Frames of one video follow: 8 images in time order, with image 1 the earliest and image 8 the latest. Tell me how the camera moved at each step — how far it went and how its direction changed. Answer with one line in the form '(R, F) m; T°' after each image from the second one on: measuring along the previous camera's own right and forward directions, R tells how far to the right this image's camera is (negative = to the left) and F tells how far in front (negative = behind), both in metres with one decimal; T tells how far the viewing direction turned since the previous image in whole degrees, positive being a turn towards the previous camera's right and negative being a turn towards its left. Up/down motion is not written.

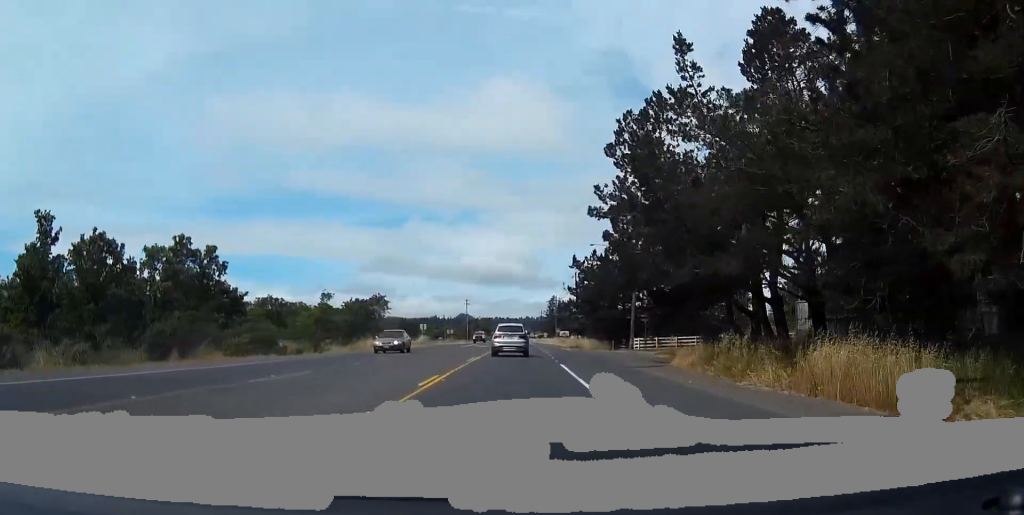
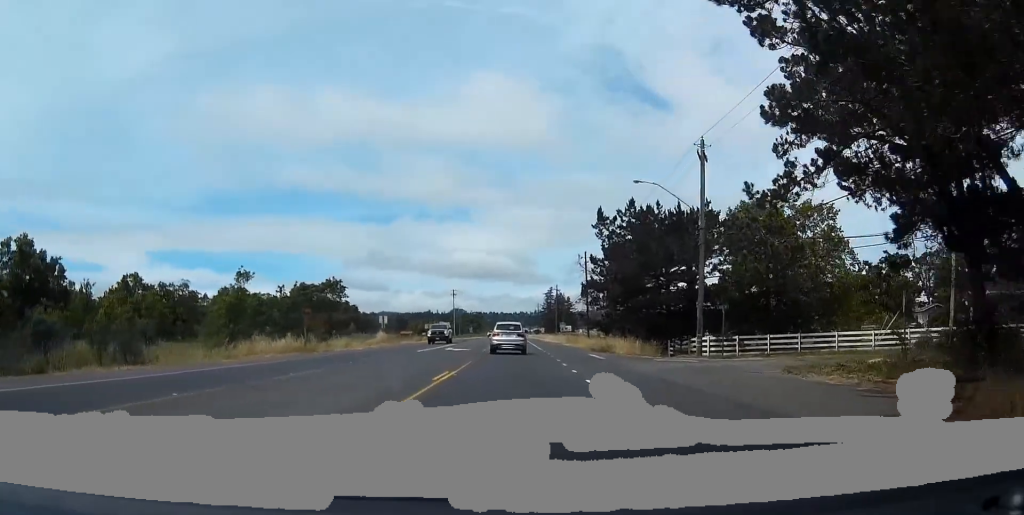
(+0.5, +30.0) m; +1°
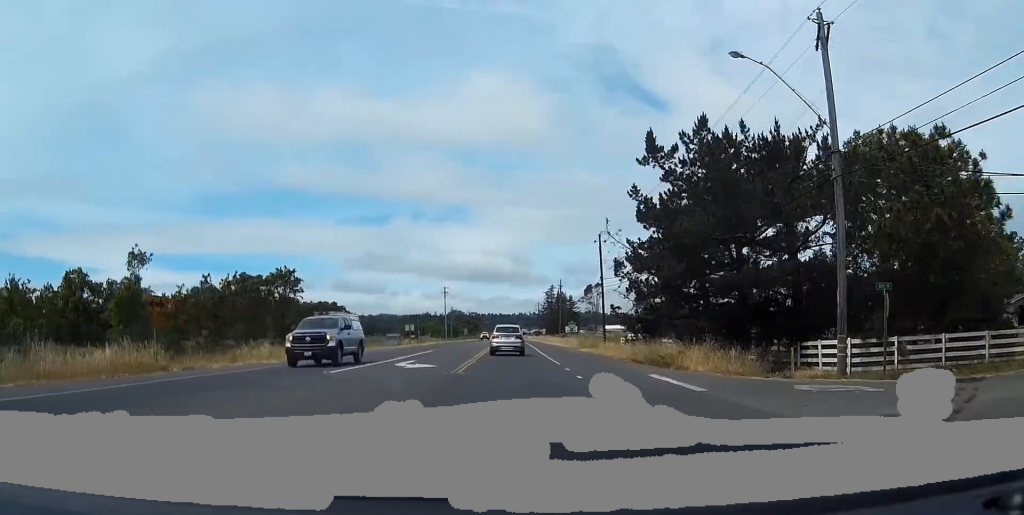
(-0.1, +24.0) m; -1°
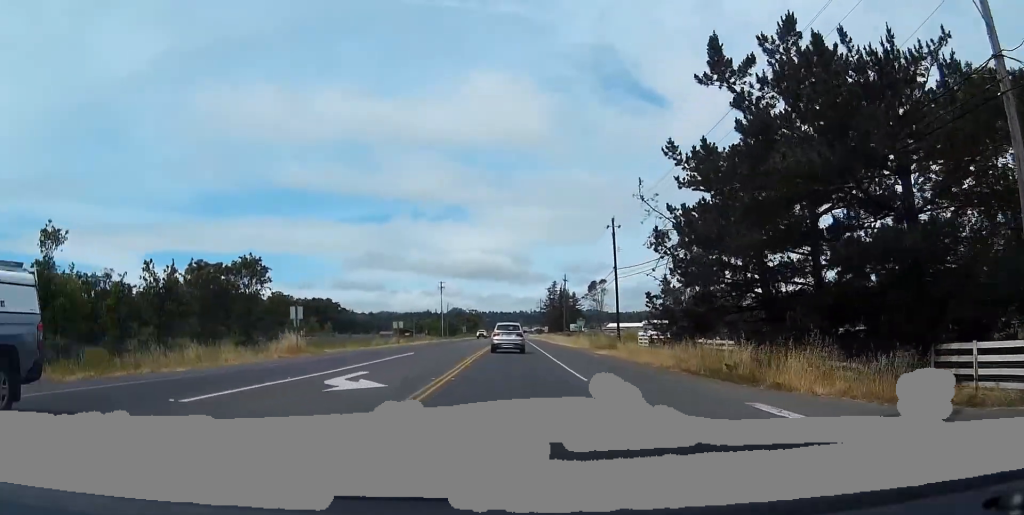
(0.0, +13.6) m; -1°
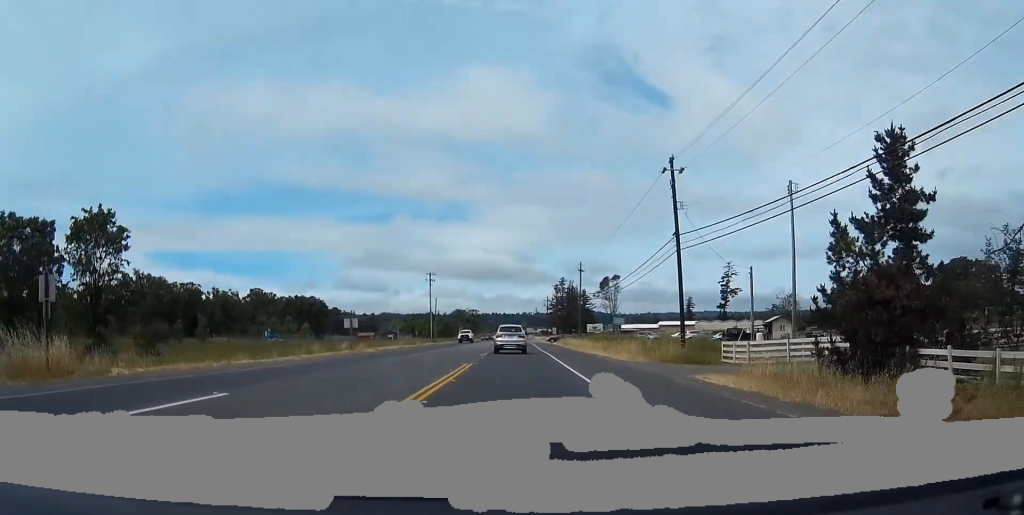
(-0.4, +33.5) m; -1°
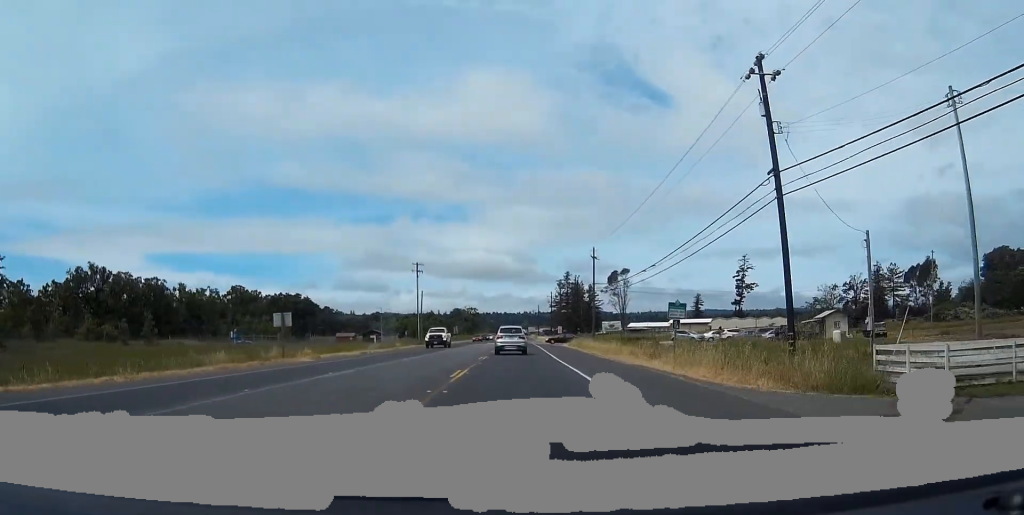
(-0.1, +21.5) m; 0°
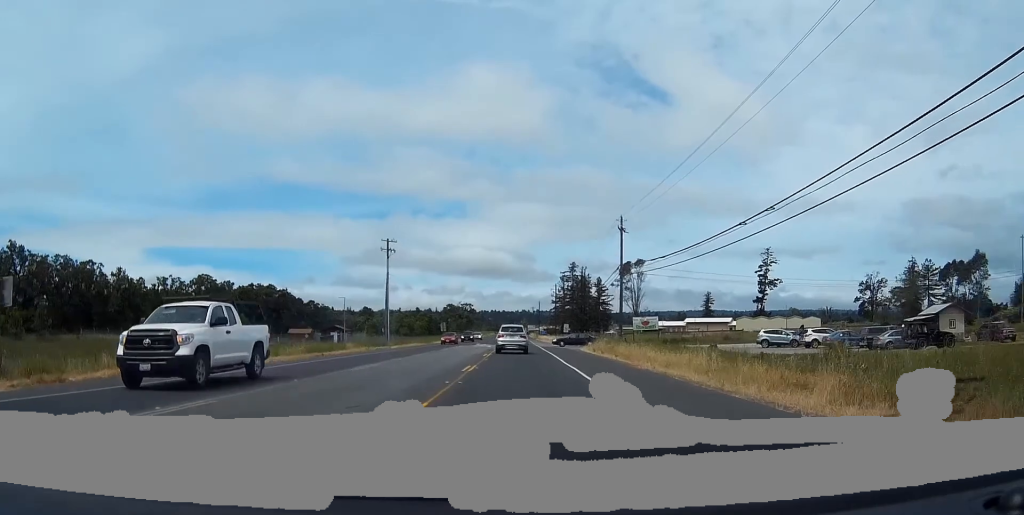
(+0.3, +27.7) m; +1°
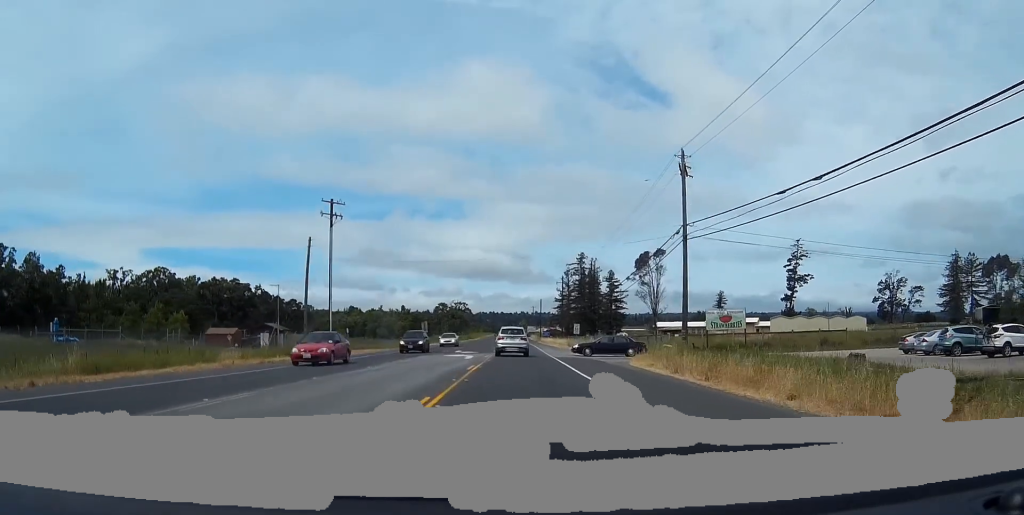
(0.0, +27.7) m; 0°
